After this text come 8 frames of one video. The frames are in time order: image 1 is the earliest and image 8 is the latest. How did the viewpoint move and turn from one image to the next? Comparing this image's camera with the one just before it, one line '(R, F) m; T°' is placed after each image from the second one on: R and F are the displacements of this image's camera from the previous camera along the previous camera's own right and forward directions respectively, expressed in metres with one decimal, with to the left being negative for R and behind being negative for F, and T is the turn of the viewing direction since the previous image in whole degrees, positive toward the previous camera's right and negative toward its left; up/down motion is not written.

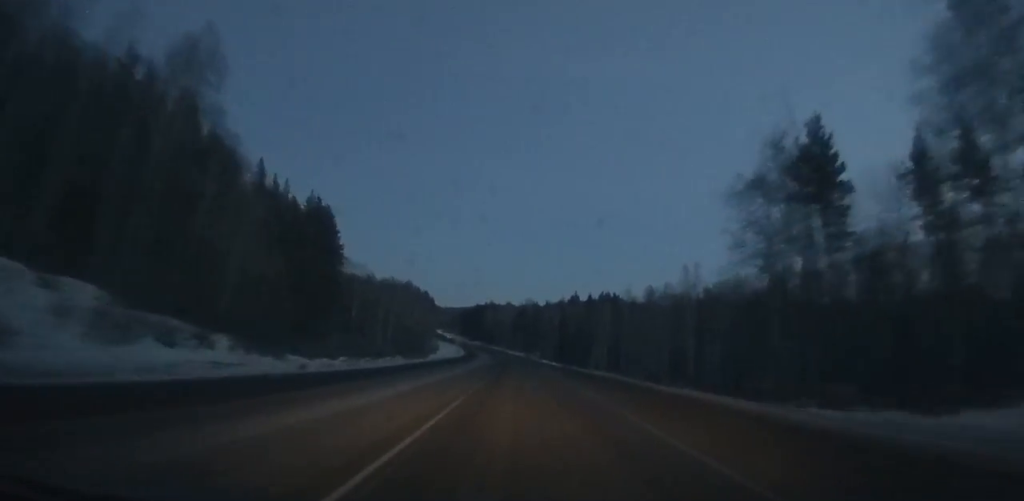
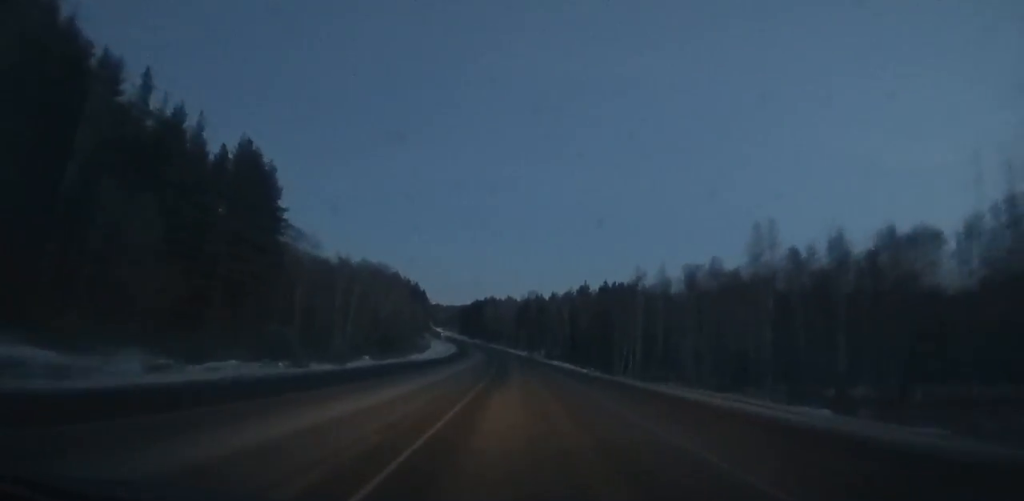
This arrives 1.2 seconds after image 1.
(0.0, +26.7) m; -1°
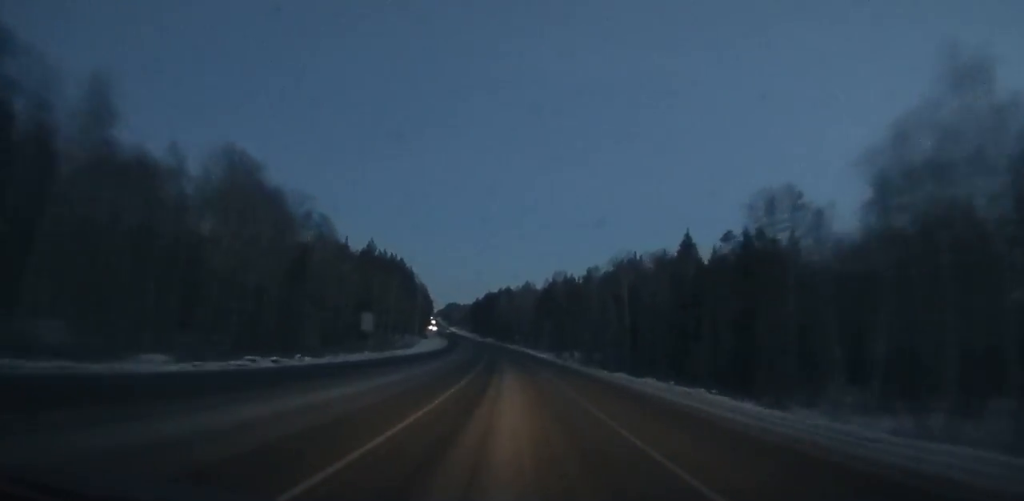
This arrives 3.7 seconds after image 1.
(-1.1, +59.3) m; -3°
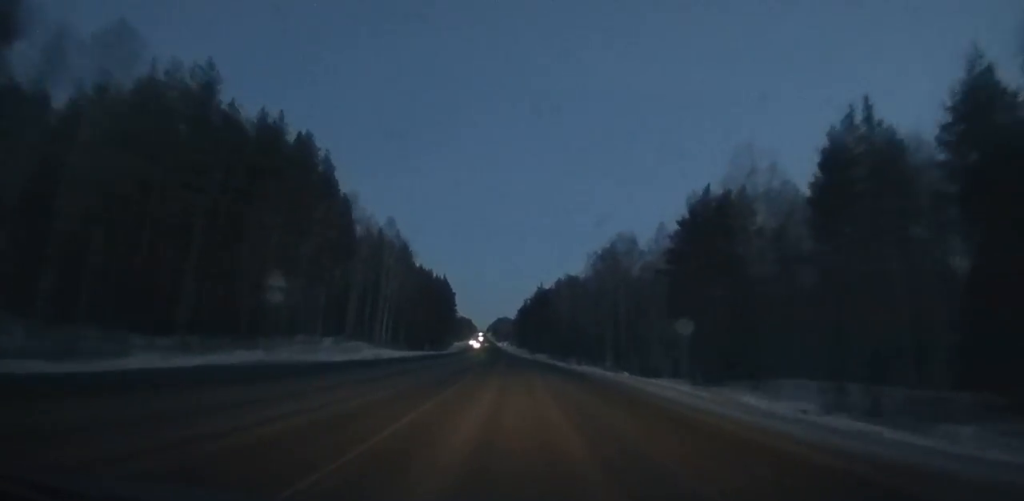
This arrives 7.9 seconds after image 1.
(-4.2, +104.0) m; -4°
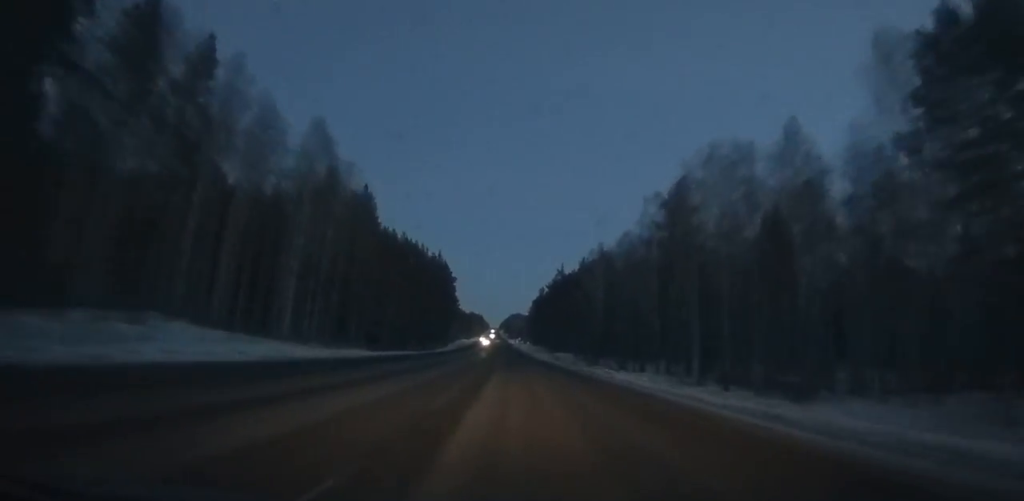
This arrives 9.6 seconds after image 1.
(-0.8, +42.8) m; -1°
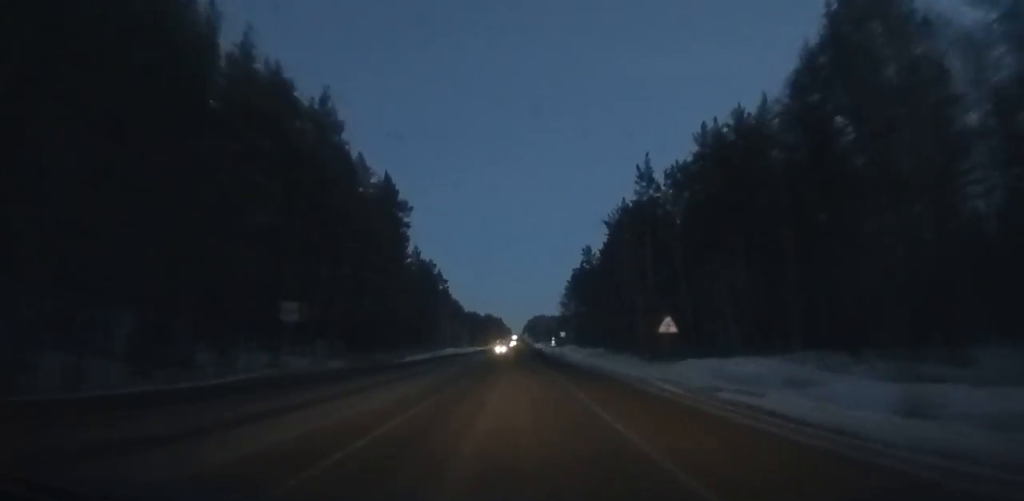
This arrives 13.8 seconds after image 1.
(-1.7, +101.2) m; -2°
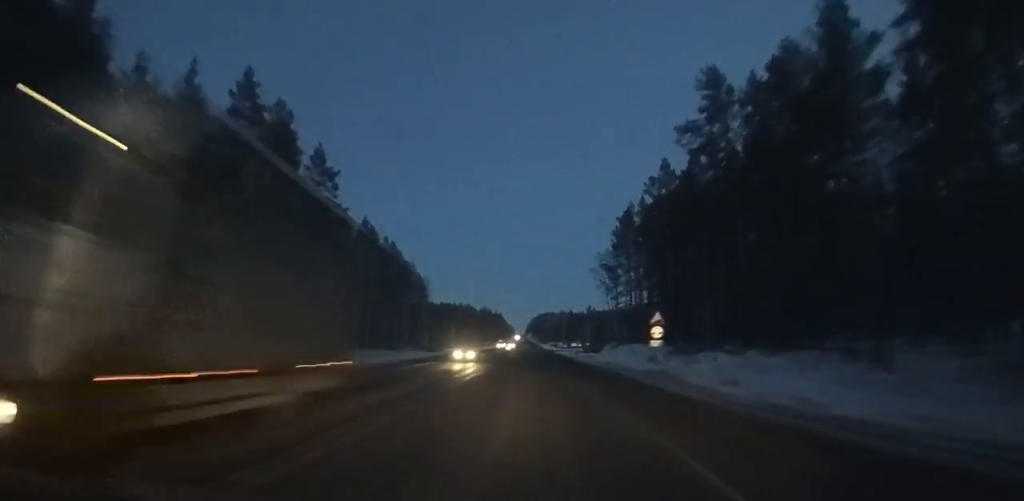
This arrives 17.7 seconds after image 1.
(-0.6, +93.4) m; 0°
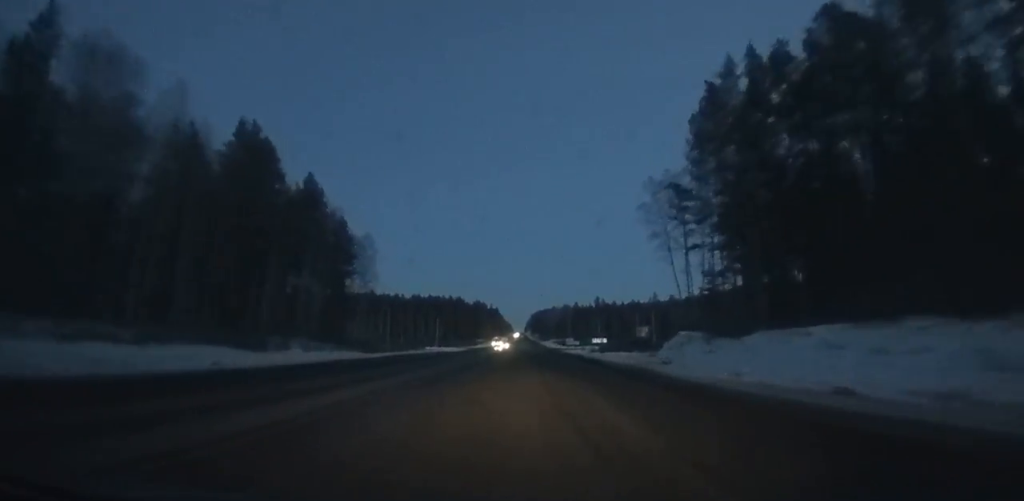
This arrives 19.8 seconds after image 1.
(0.0, +49.8) m; +1°
